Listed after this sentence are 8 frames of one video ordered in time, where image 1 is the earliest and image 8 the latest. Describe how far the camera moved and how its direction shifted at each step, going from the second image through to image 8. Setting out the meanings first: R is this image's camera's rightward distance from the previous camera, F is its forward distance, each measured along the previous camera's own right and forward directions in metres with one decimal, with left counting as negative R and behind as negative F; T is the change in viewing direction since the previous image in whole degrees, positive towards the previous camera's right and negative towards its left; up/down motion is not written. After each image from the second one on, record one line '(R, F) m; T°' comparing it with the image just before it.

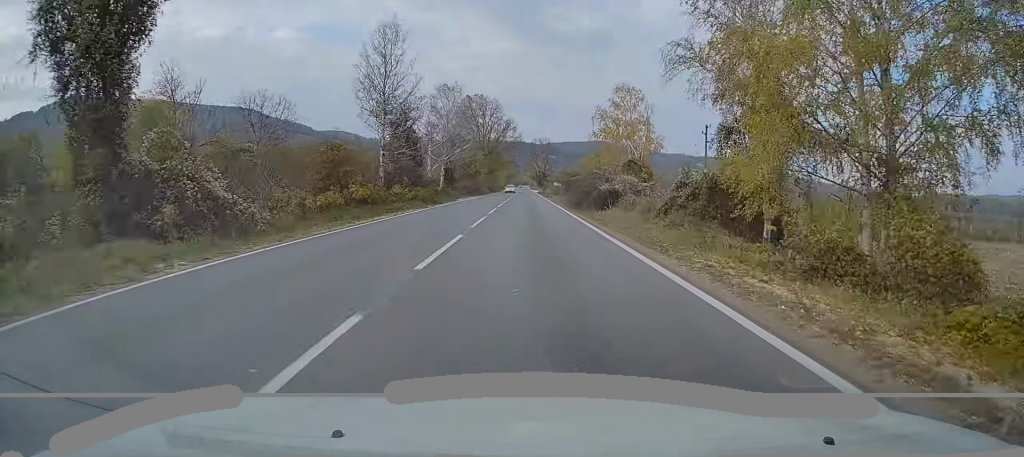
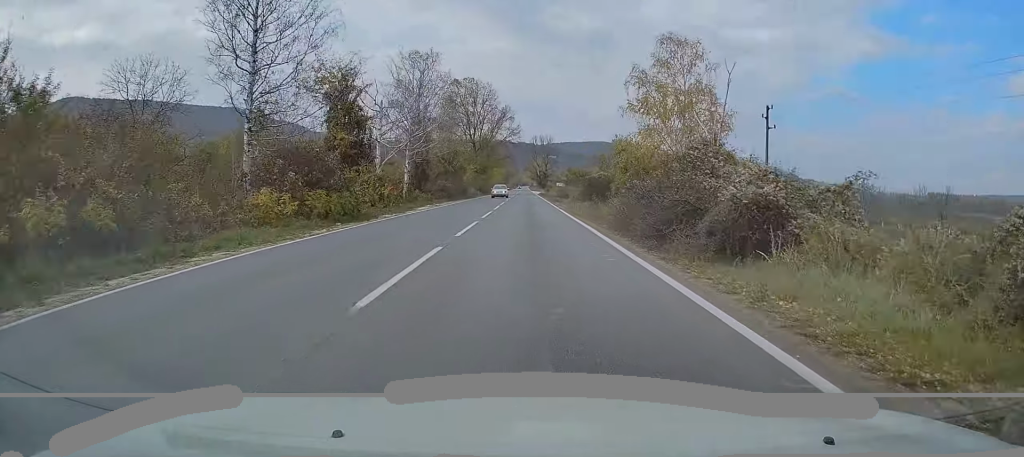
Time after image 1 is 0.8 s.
(+0.1, +20.7) m; +1°
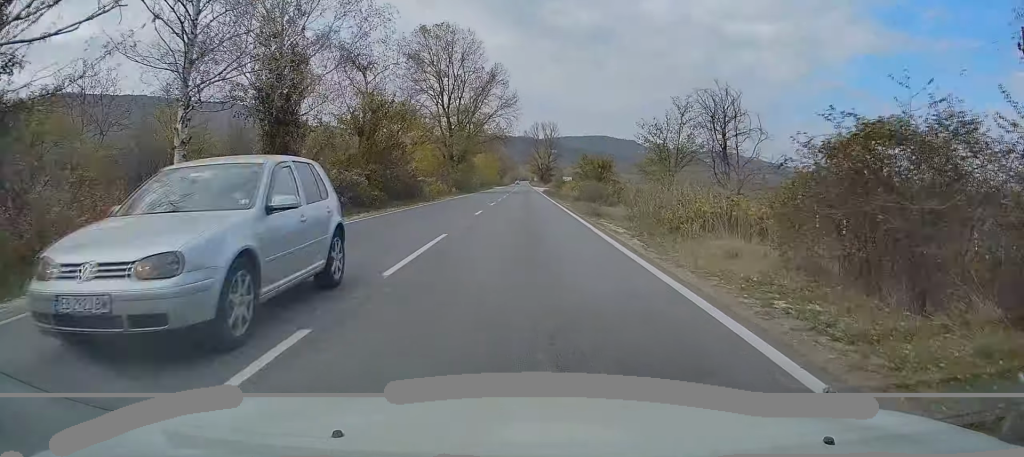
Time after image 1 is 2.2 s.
(+0.6, +33.9) m; 0°
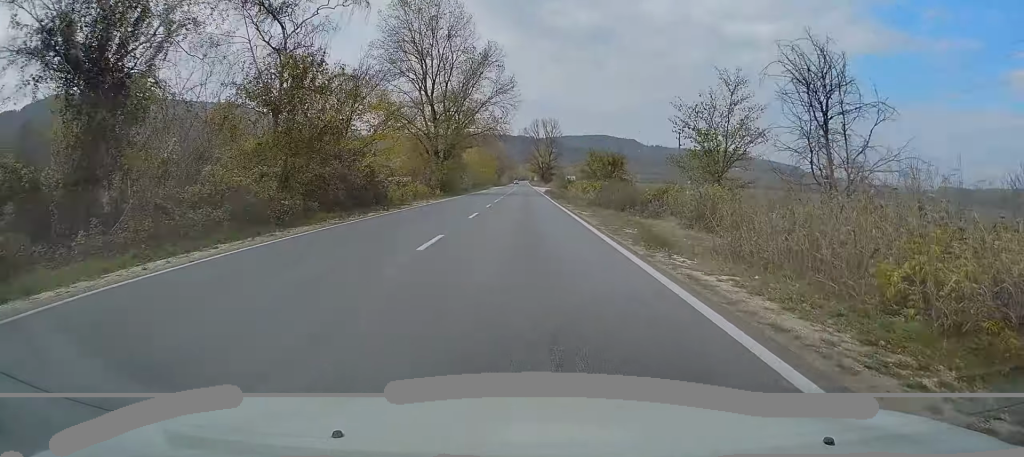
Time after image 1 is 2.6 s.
(-0.1, +12.0) m; 0°
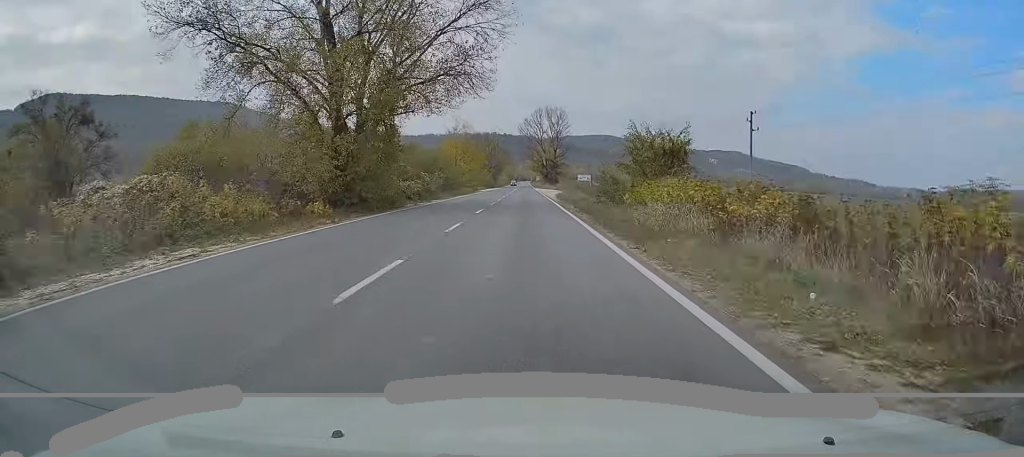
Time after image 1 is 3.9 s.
(-0.3, +33.2) m; -1°
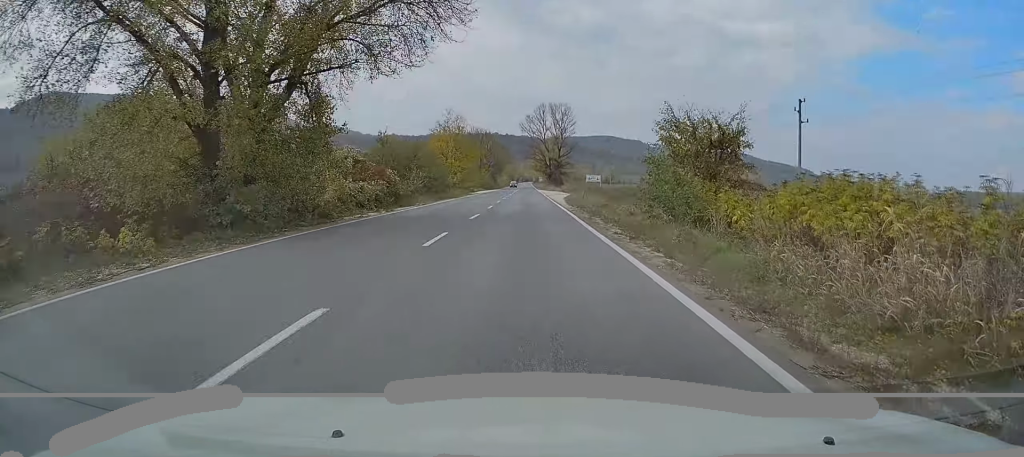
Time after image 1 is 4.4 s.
(0.0, +12.6) m; 0°
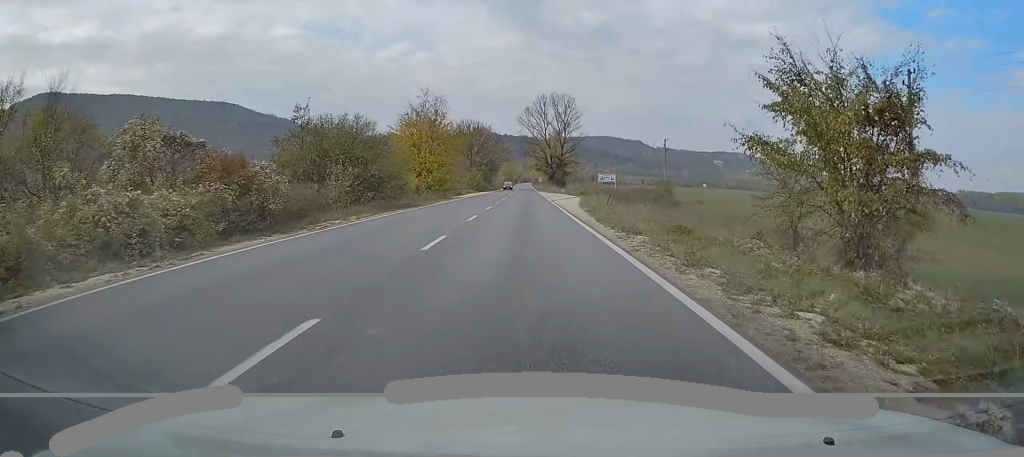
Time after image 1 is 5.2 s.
(-0.3, +18.1) m; 0°
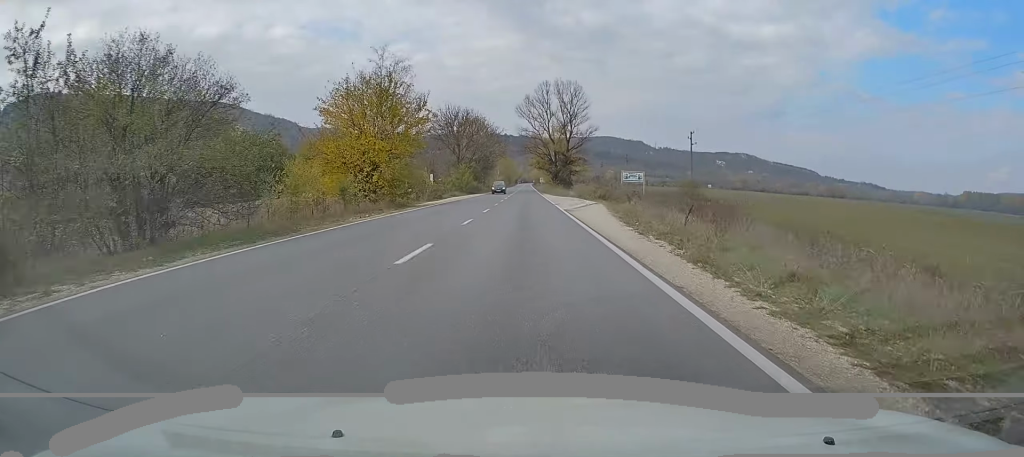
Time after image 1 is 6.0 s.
(+0.3, +19.8) m; 0°
